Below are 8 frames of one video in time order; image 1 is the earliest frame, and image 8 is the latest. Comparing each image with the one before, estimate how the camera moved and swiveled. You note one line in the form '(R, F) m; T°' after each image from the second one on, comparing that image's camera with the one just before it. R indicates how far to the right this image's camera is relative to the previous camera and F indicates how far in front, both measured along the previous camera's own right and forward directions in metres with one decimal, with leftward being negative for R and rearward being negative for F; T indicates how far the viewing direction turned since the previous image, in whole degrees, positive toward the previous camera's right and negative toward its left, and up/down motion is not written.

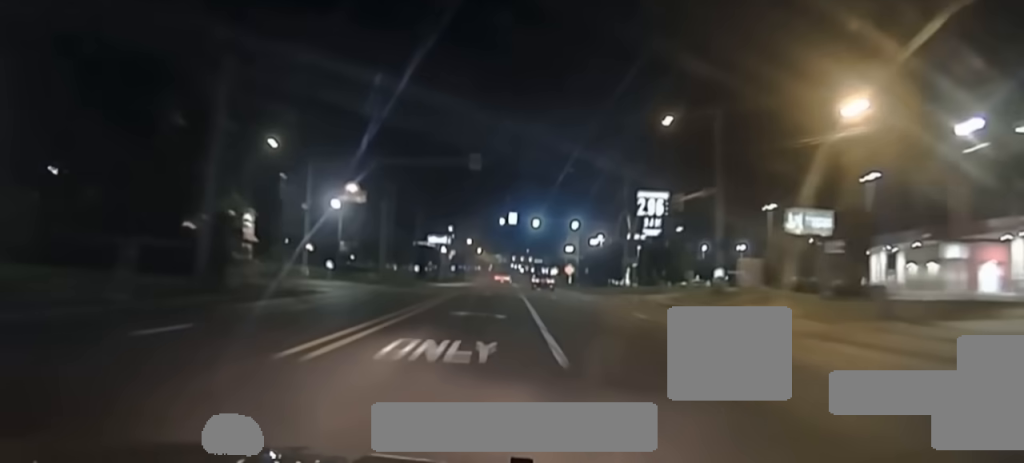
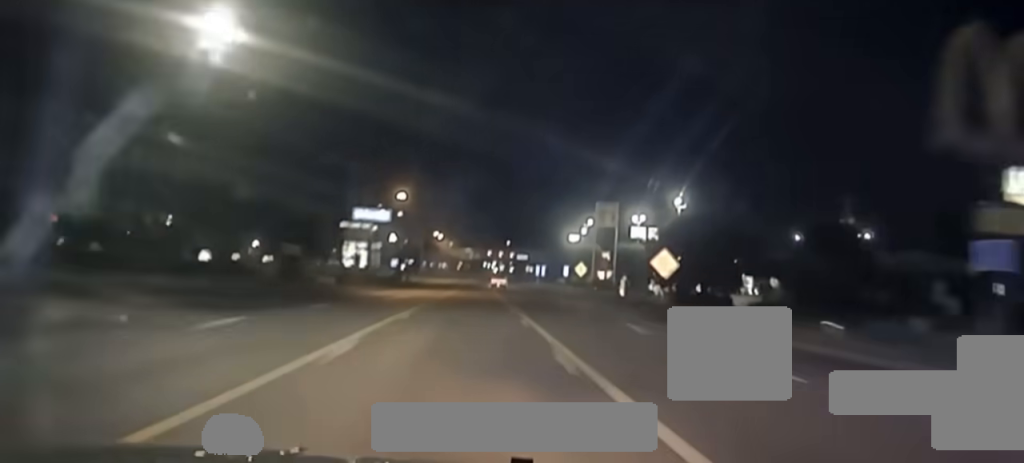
(+1.2, +87.3) m; +1°
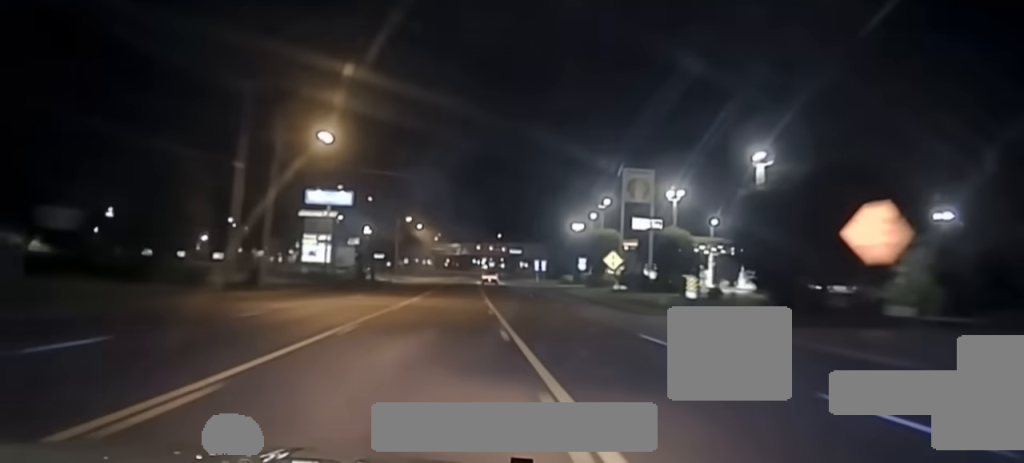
(0.0, +26.1) m; 0°
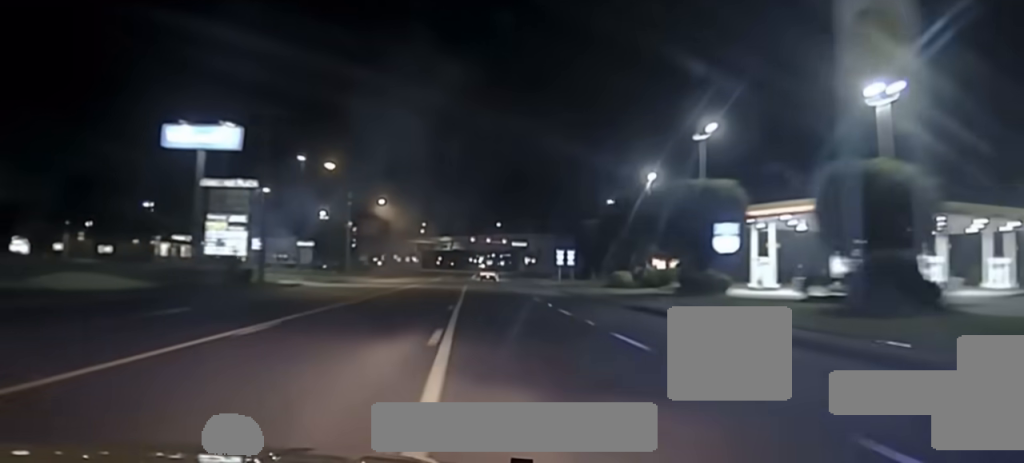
(+0.2, +52.6) m; 0°
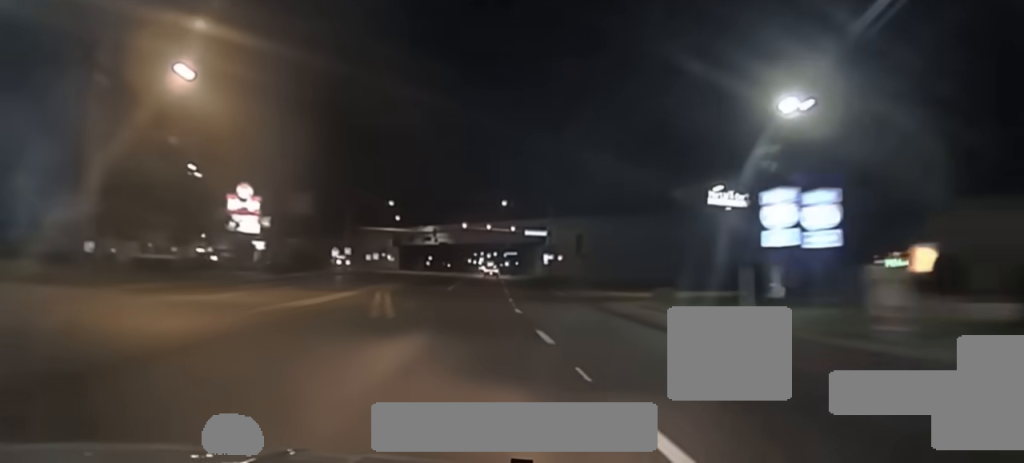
(+0.3, +79.5) m; 0°
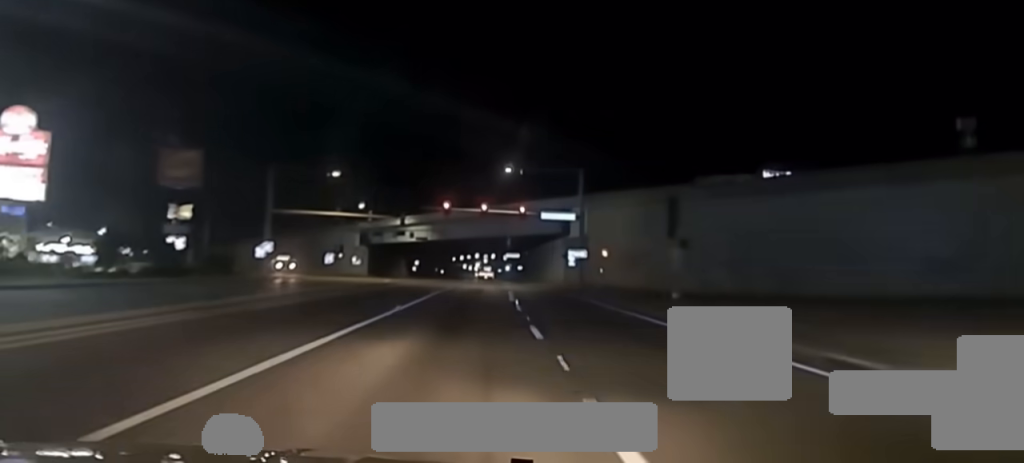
(+0.1, +53.2) m; 0°
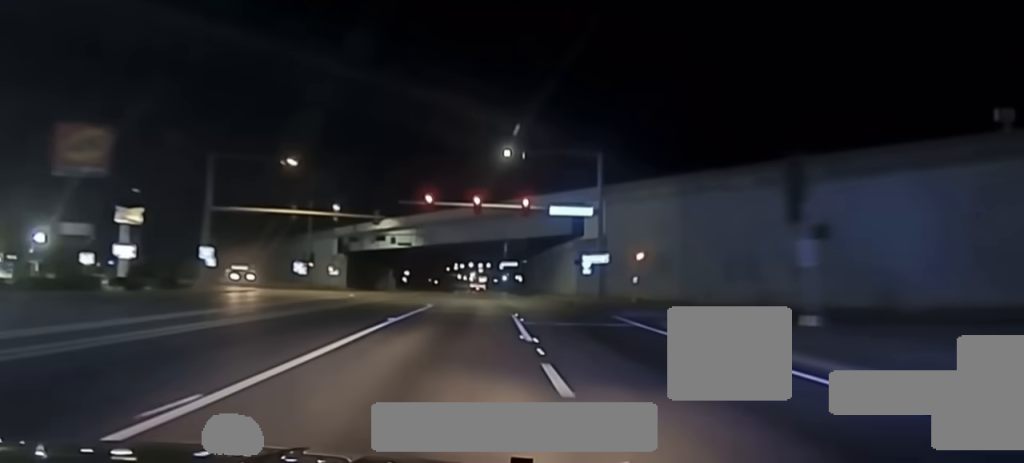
(0.0, +20.4) m; 0°
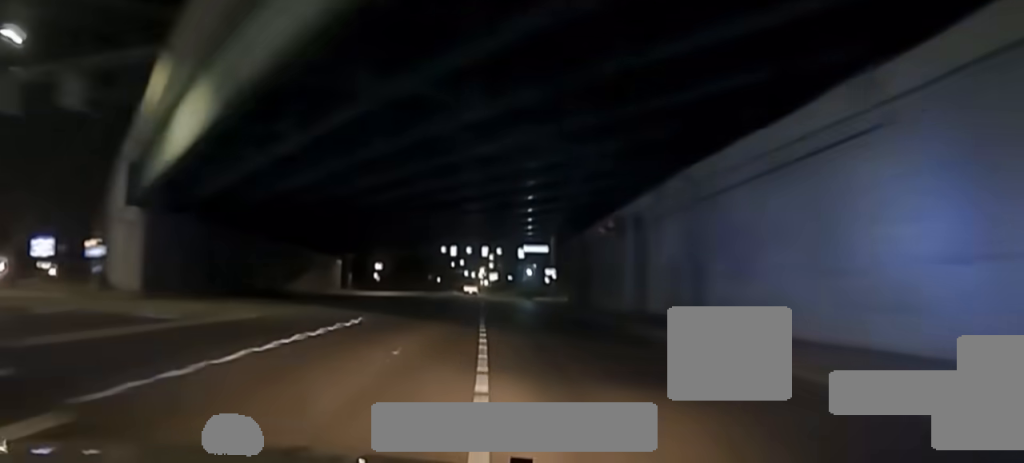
(-0.8, +88.3) m; -2°
